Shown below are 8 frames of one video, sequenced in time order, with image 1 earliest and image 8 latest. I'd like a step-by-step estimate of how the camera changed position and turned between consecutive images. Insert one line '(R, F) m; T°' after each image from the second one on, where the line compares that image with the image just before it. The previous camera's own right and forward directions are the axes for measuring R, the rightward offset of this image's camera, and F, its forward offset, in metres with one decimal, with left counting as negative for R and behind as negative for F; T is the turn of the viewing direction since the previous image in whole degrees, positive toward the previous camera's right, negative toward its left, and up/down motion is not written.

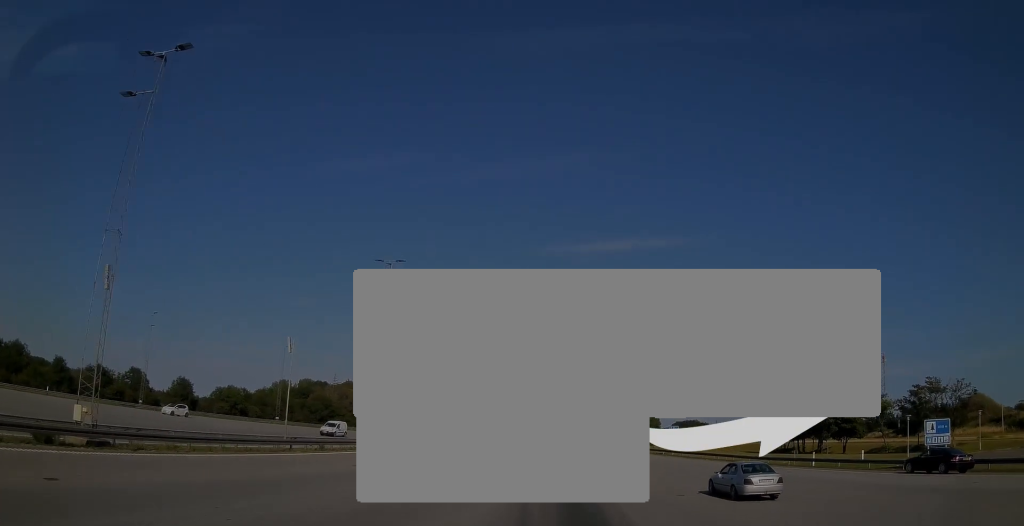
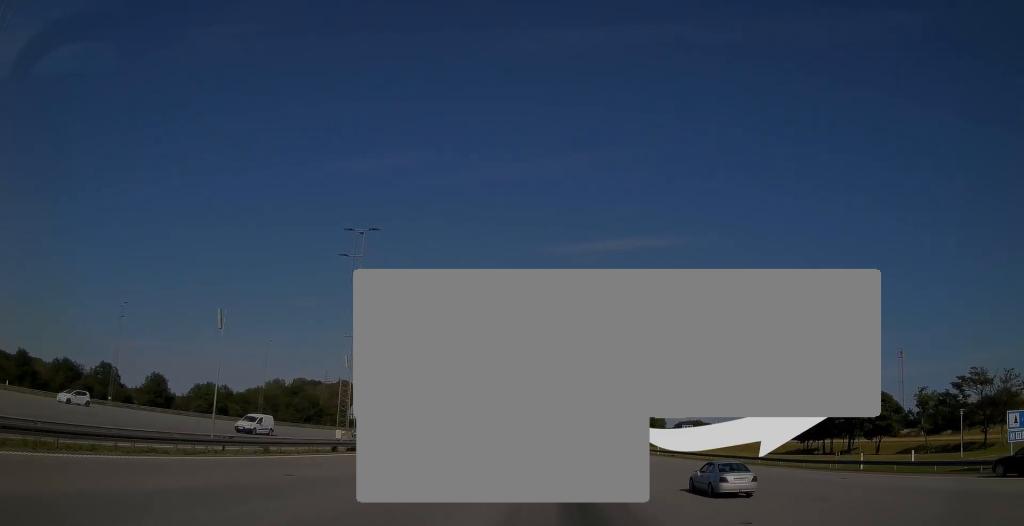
(+0.3, +8.6) m; 0°
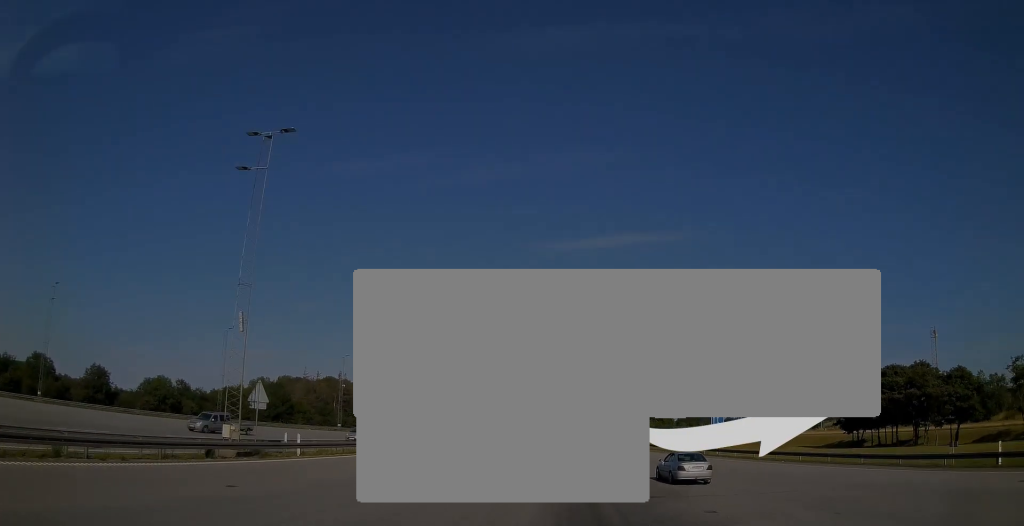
(-0.4, +15.5) m; -2°
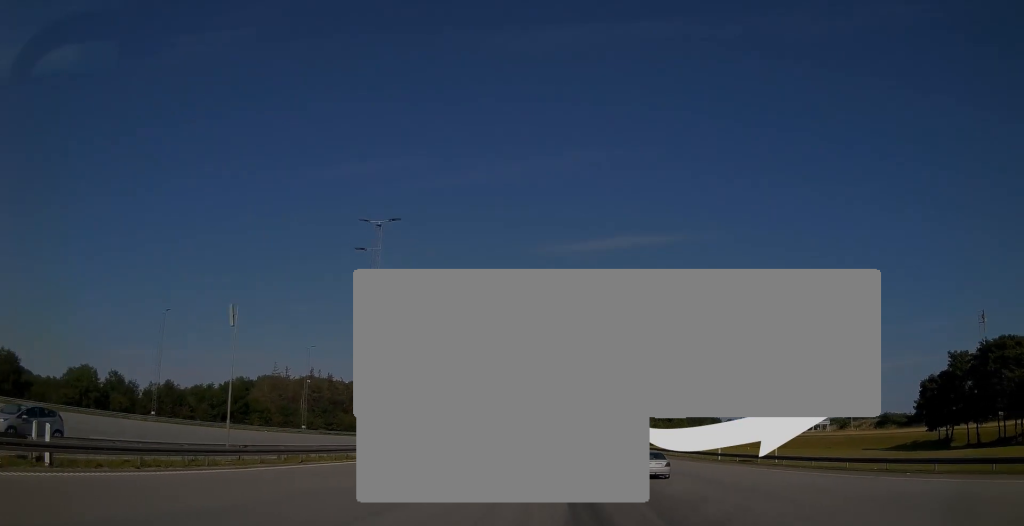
(-0.1, +18.6) m; 0°
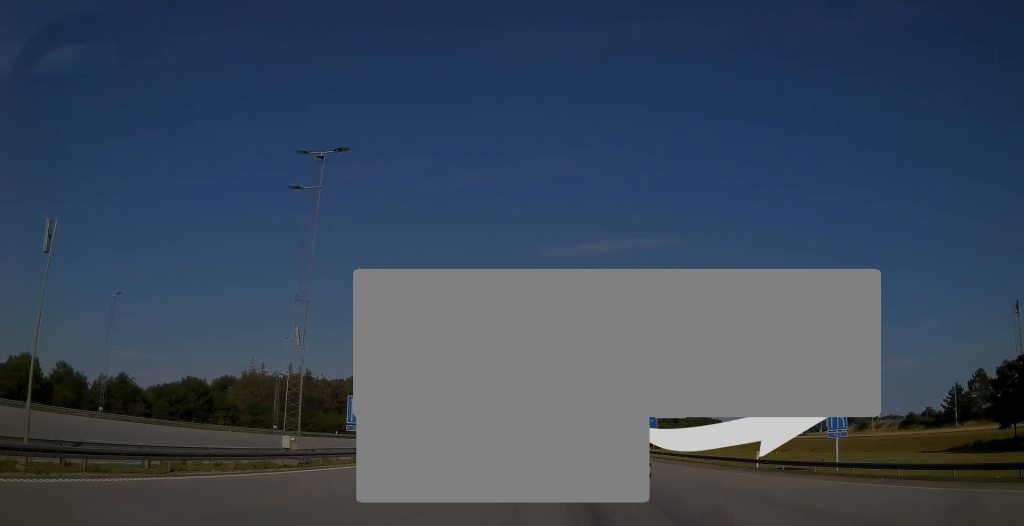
(0.0, +11.3) m; 0°
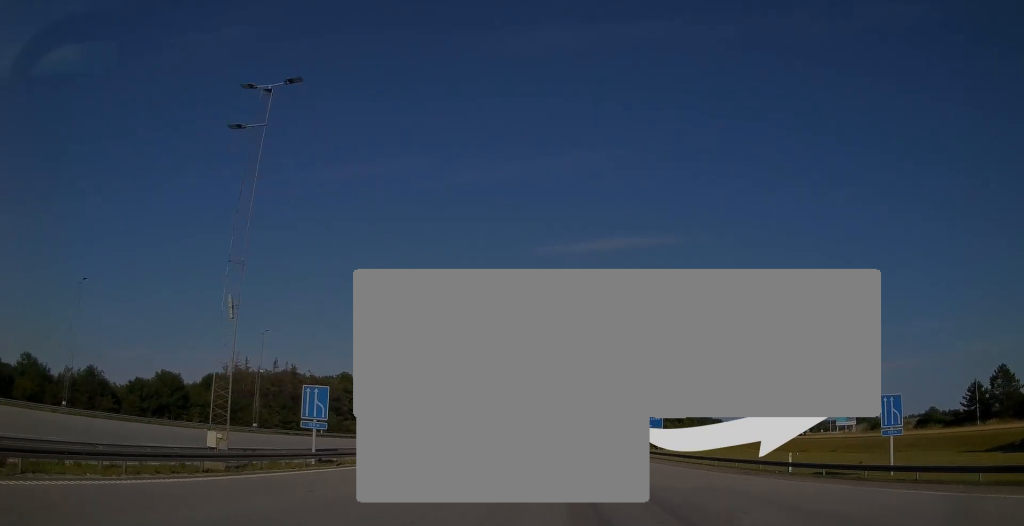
(0.0, +6.8) m; +1°
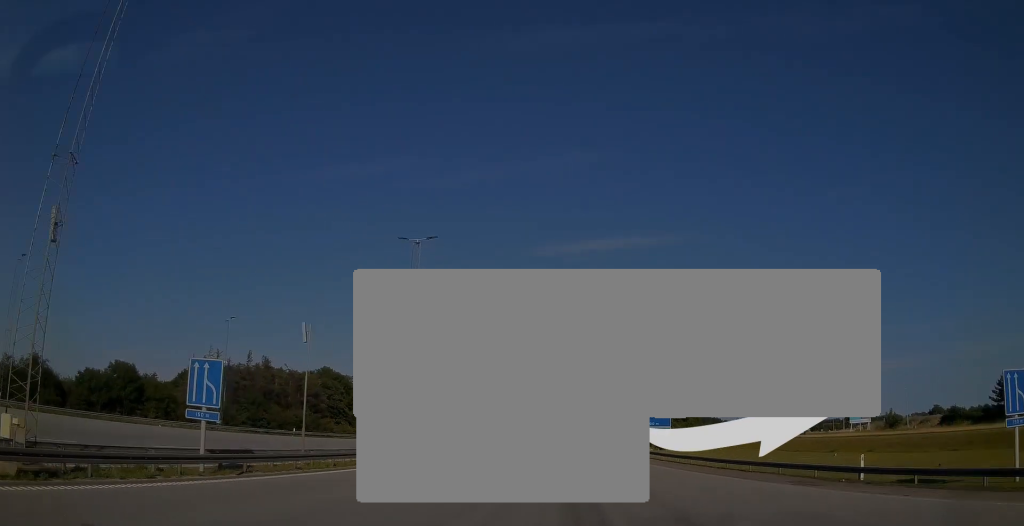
(-0.1, +10.0) m; +1°
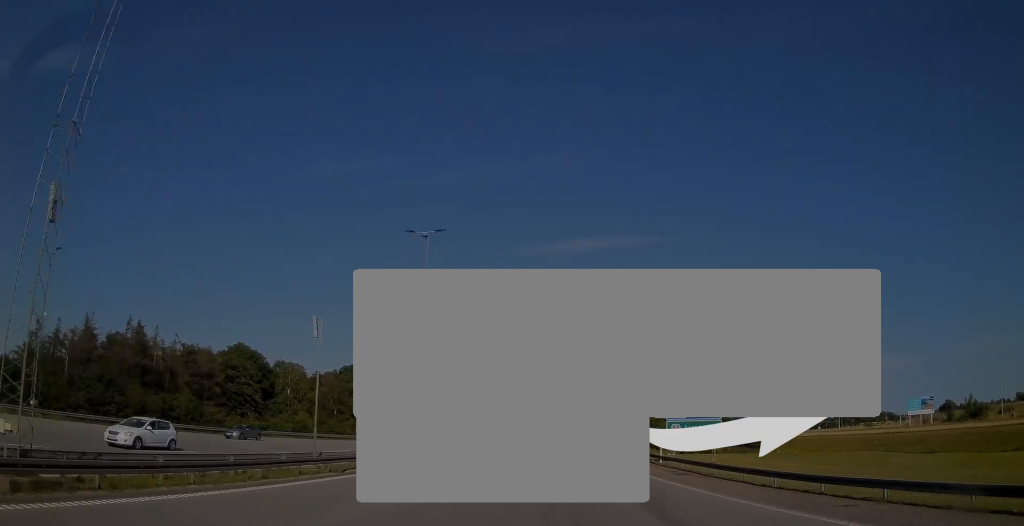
(+0.7, +33.3) m; +1°
